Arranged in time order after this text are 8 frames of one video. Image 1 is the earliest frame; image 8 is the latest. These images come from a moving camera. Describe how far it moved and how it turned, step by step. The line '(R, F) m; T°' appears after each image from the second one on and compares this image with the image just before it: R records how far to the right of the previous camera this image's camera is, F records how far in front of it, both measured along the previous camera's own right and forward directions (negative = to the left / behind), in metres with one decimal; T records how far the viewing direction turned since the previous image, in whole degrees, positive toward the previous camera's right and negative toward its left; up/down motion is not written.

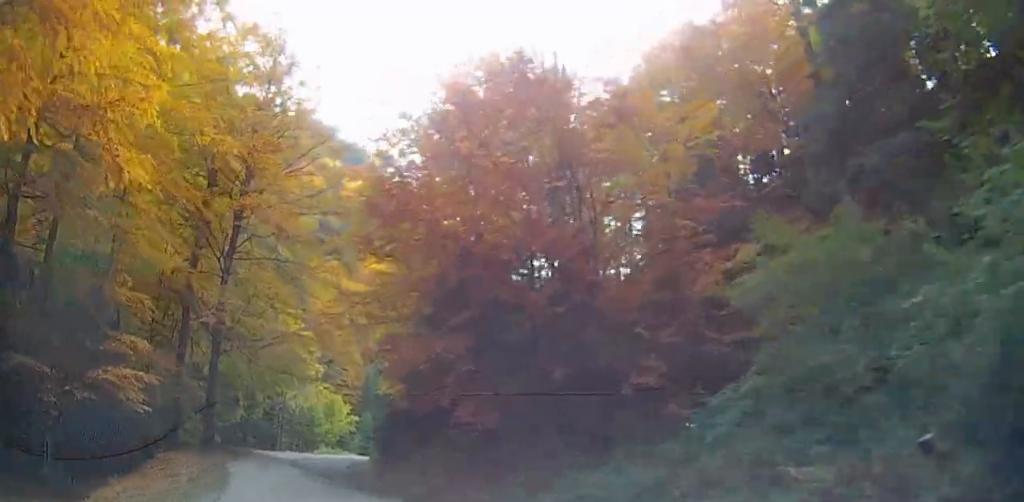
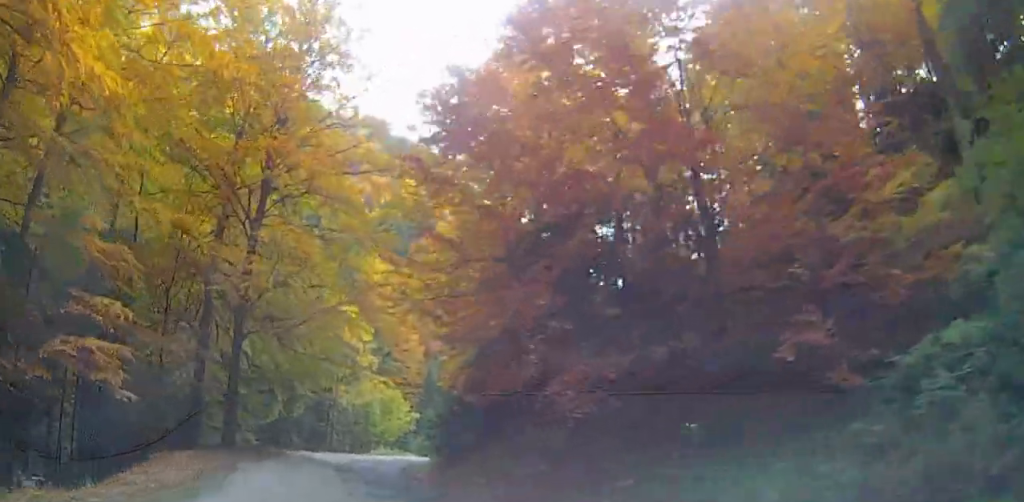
(0.0, +5.2) m; 0°
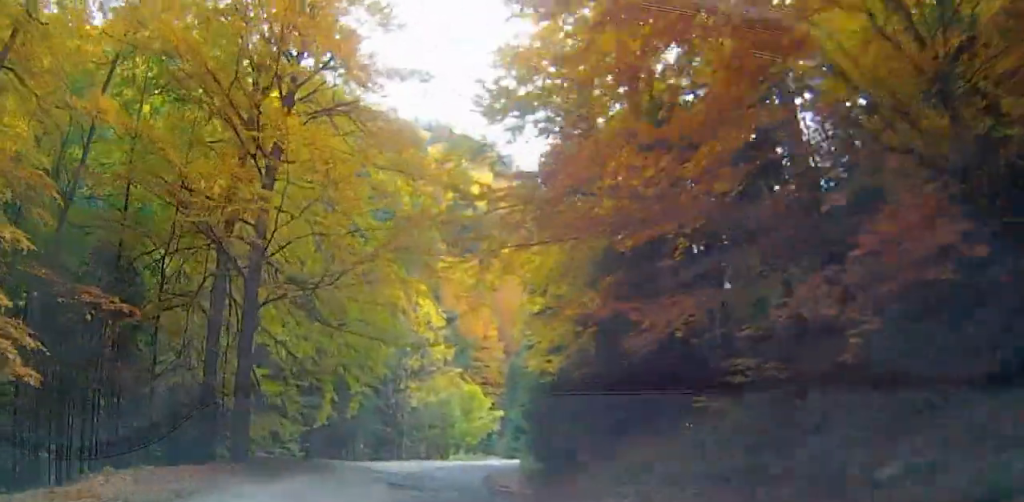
(0.0, +7.1) m; 0°
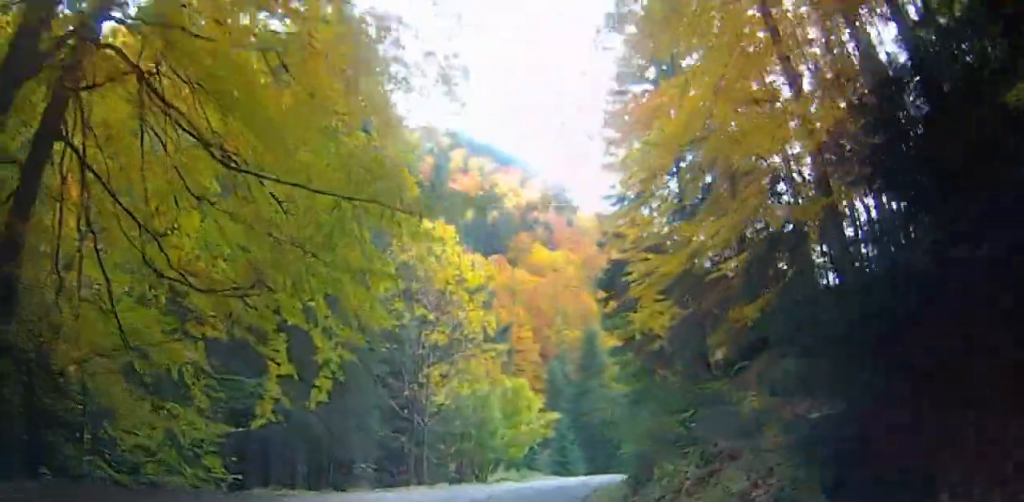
(0.0, +13.2) m; 0°
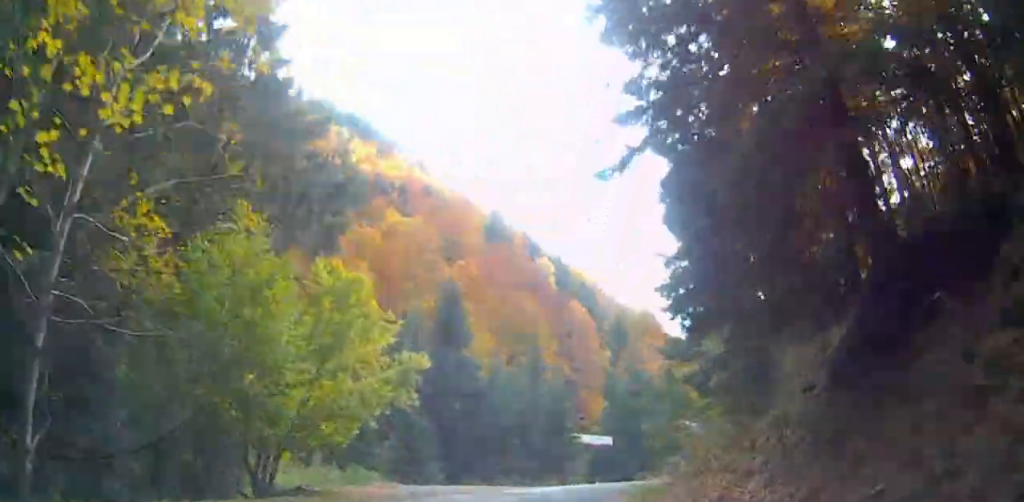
(-5.7, +21.2) m; -36°
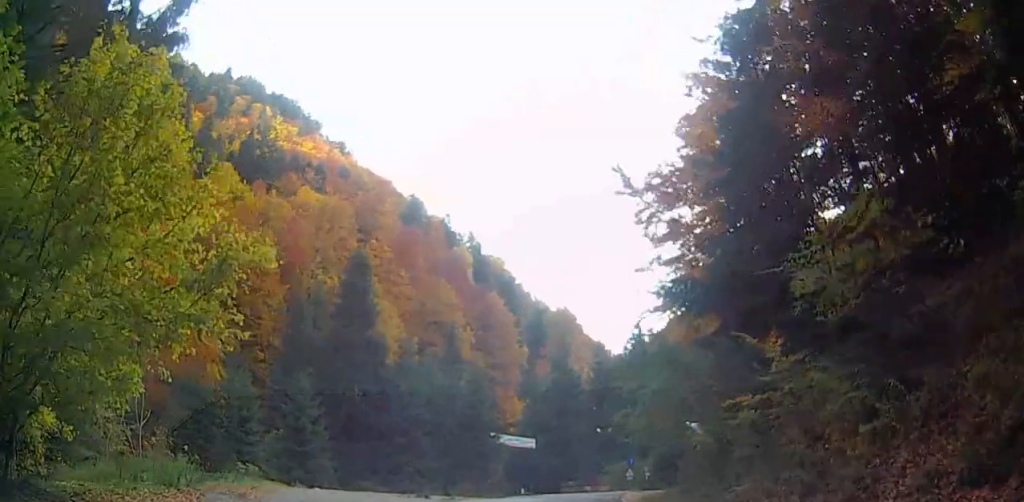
(-1.2, +10.1) m; +6°
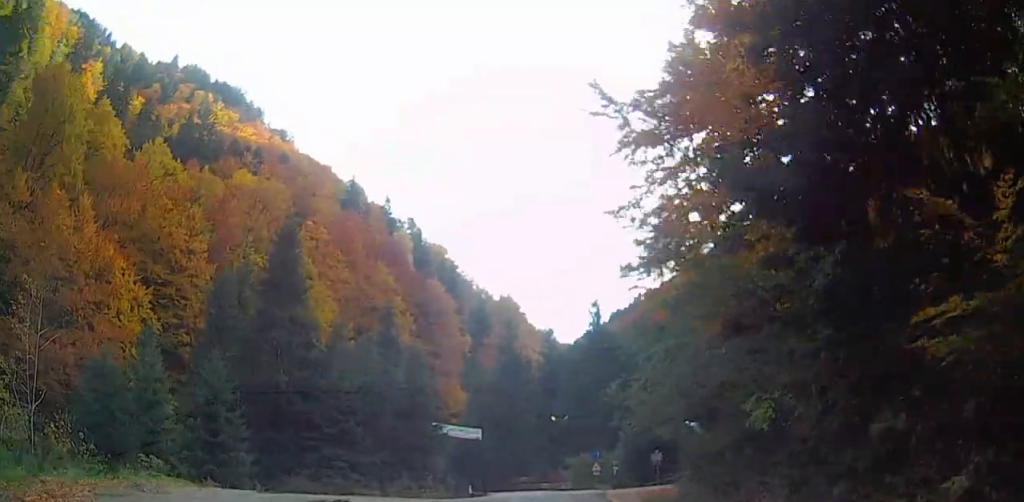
(+1.1, +7.0) m; +8°
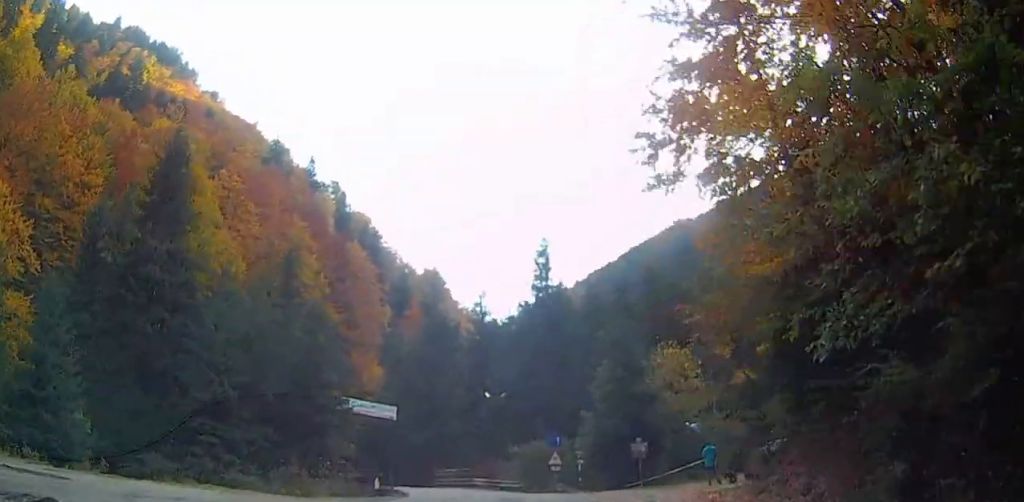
(+1.7, +12.2) m; +13°
